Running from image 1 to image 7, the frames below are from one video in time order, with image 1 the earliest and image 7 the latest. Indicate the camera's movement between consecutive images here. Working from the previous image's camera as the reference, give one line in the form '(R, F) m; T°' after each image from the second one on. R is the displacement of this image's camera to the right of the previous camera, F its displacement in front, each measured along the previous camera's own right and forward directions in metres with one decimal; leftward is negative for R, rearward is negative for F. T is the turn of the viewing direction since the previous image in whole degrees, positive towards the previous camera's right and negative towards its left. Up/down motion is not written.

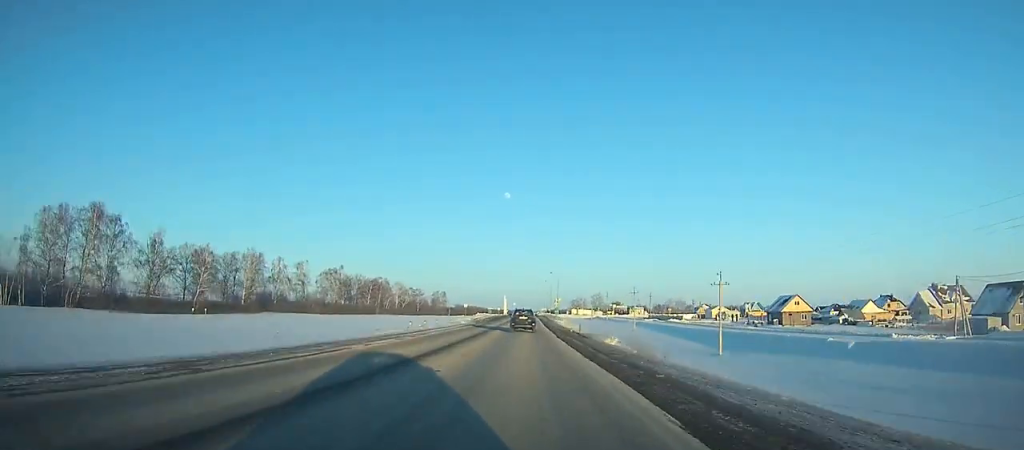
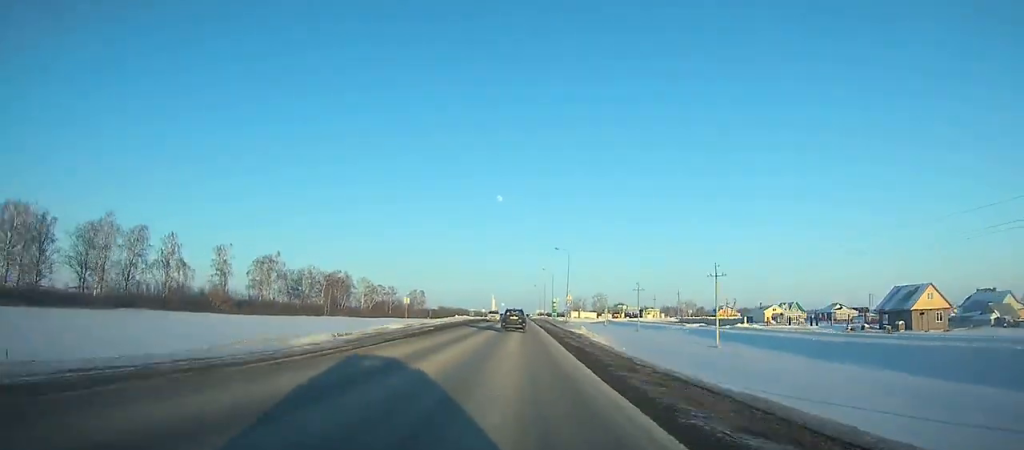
(+0.1, +55.4) m; 0°
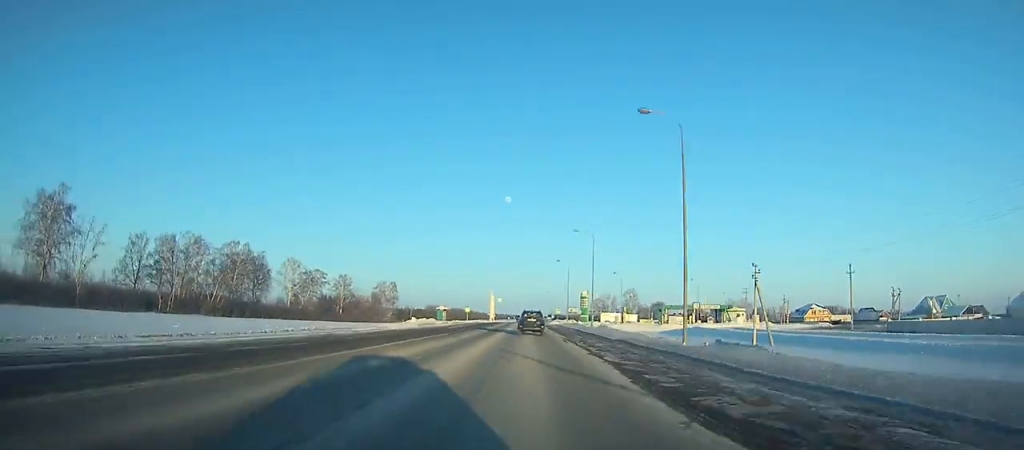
(-0.3, +98.4) m; 0°
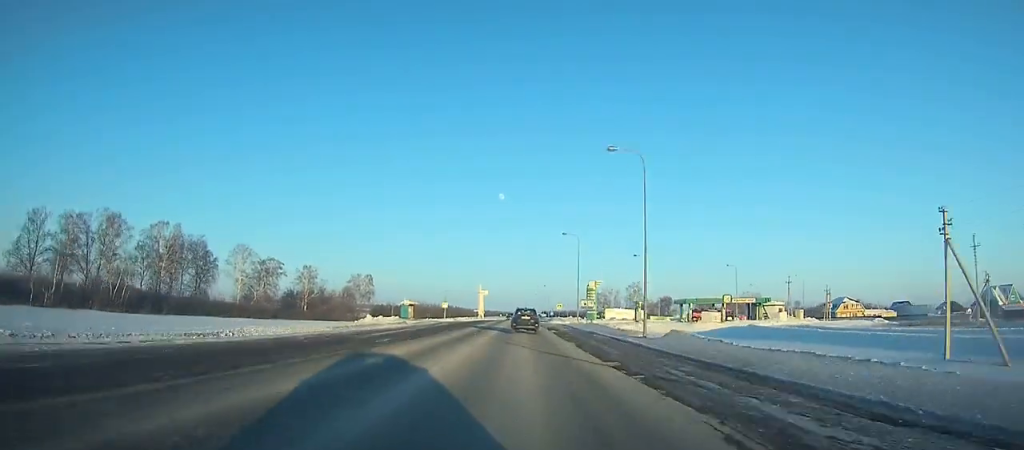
(+0.1, +29.2) m; 0°
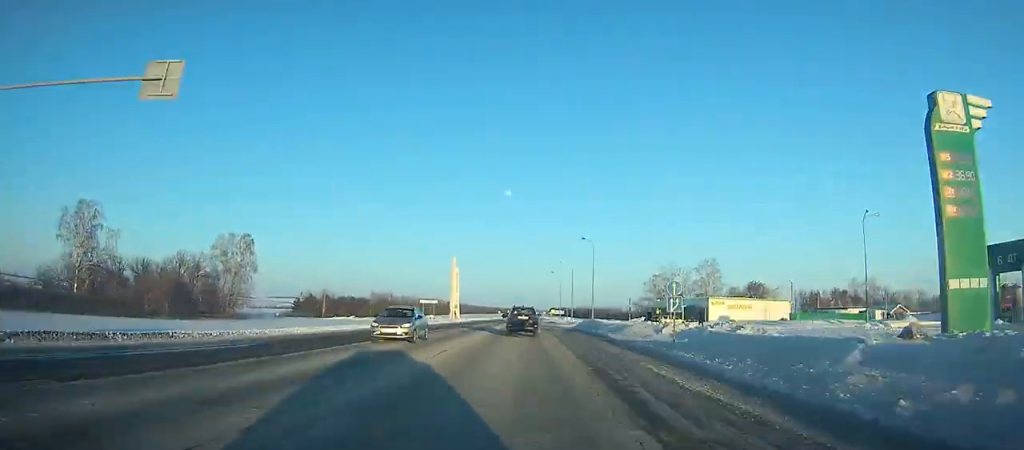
(+0.1, +107.2) m; 0°
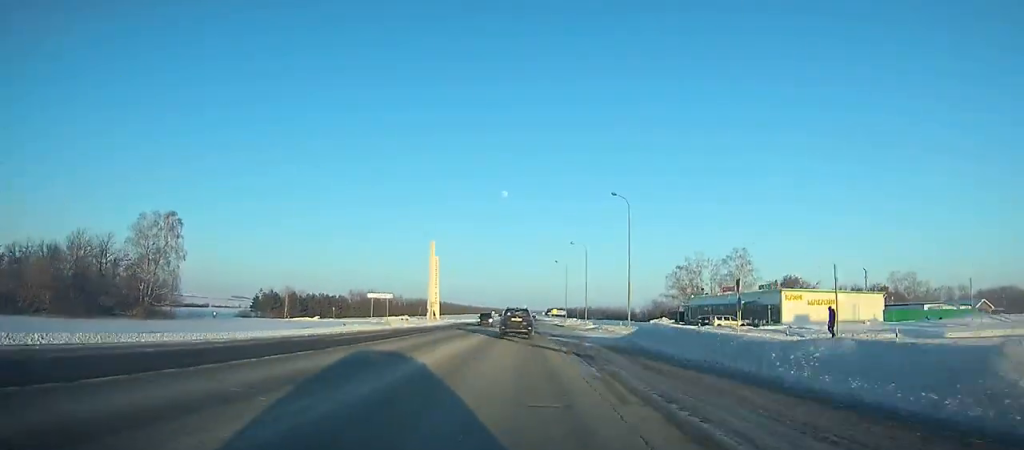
(+0.1, +28.5) m; 0°
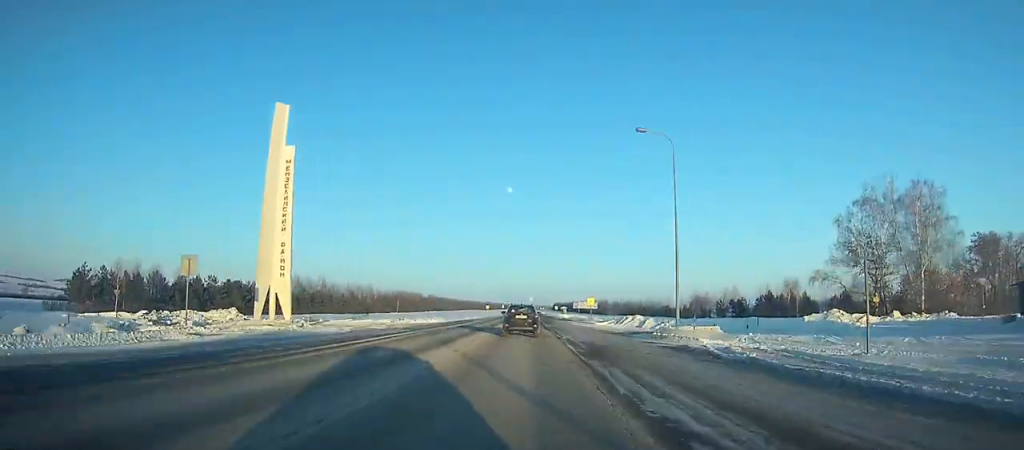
(-0.2, +74.4) m; 0°
